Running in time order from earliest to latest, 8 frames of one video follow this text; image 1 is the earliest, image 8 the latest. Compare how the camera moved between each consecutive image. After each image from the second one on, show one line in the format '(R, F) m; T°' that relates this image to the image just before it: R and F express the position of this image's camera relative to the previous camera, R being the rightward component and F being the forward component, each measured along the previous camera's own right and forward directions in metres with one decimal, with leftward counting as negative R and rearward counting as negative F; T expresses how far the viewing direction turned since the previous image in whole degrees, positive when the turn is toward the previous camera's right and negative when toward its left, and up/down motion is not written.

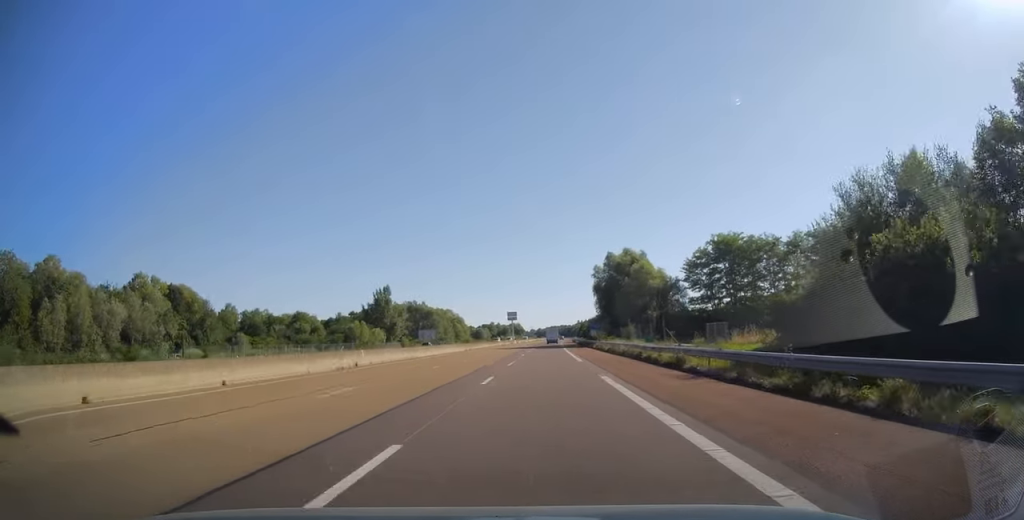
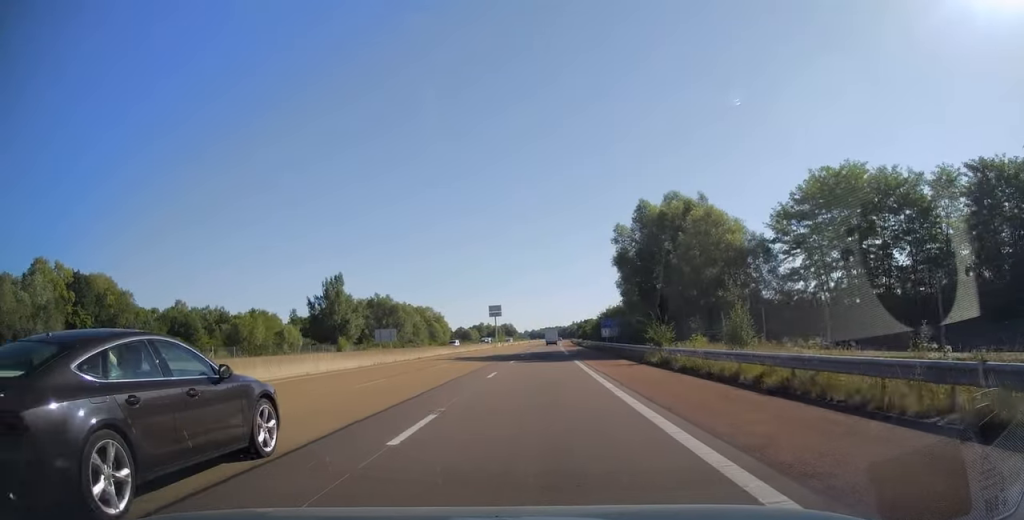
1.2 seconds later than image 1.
(+0.2, +36.0) m; +1°
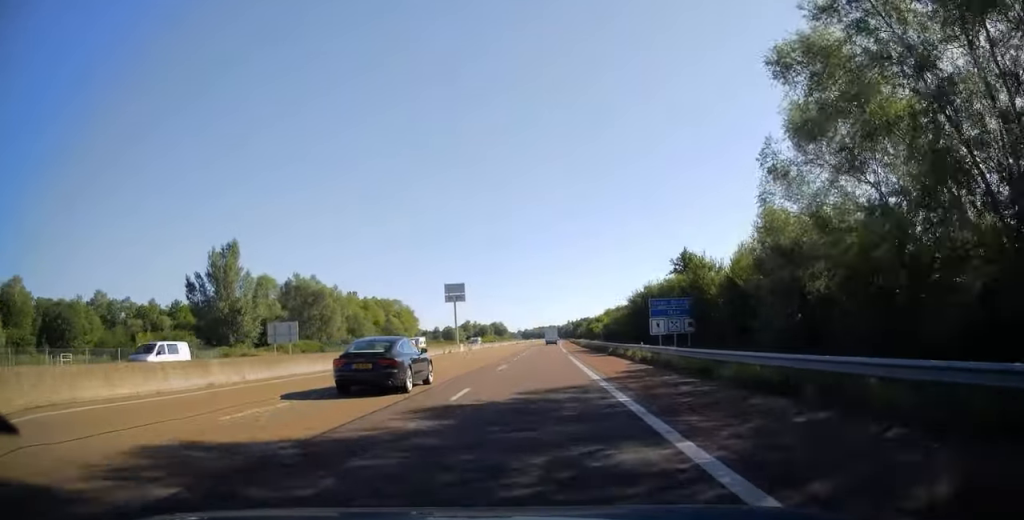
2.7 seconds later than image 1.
(+0.3, +46.2) m; +1°
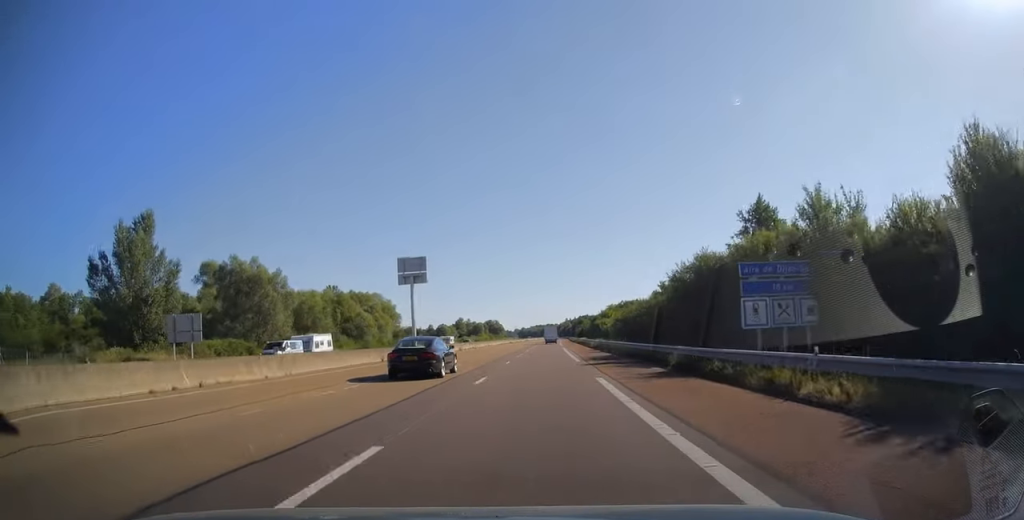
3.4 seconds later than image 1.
(0.0, +22.1) m; +1°
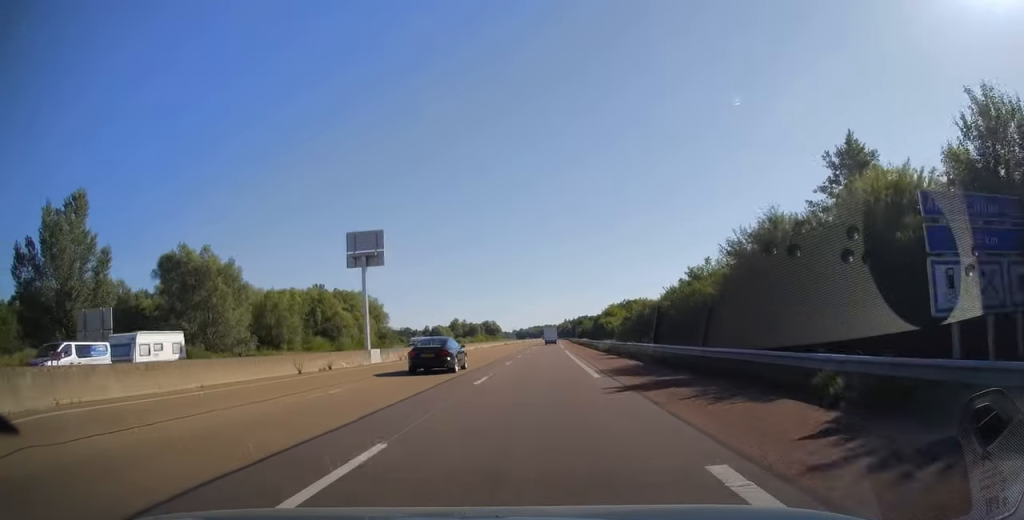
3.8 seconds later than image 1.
(0.0, +12.8) m; 0°
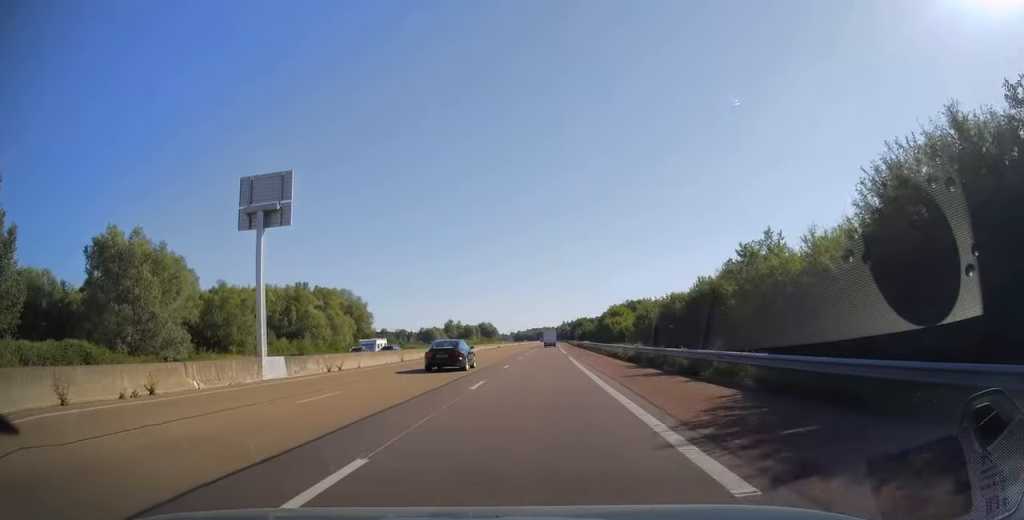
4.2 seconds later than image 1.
(+0.2, +13.9) m; 0°
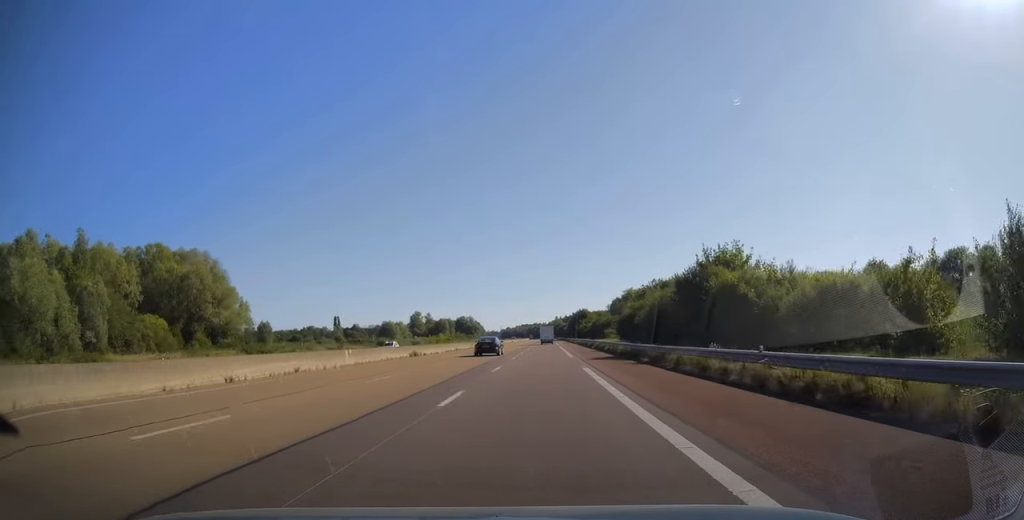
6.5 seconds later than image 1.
(-0.1, +70.0) m; +1°
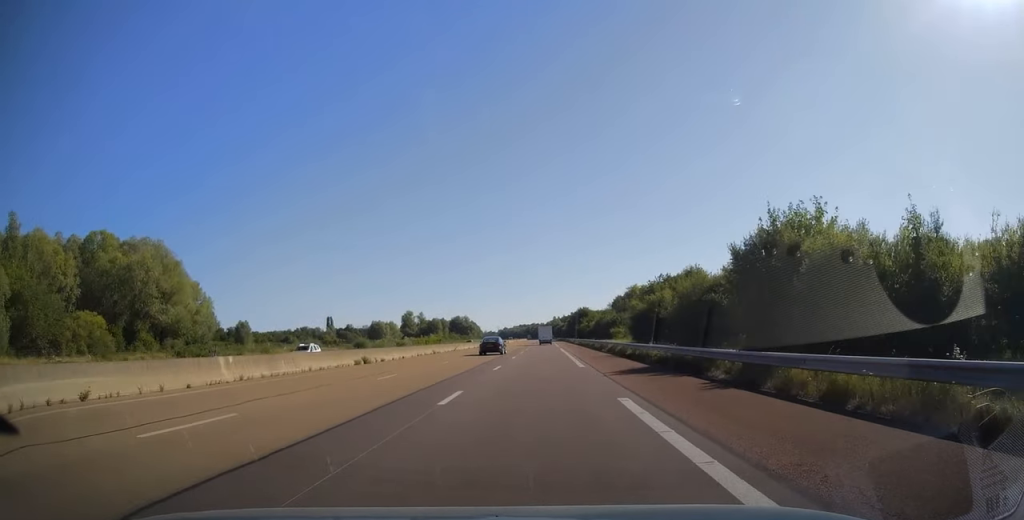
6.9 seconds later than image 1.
(+0.1, +12.9) m; 0°
